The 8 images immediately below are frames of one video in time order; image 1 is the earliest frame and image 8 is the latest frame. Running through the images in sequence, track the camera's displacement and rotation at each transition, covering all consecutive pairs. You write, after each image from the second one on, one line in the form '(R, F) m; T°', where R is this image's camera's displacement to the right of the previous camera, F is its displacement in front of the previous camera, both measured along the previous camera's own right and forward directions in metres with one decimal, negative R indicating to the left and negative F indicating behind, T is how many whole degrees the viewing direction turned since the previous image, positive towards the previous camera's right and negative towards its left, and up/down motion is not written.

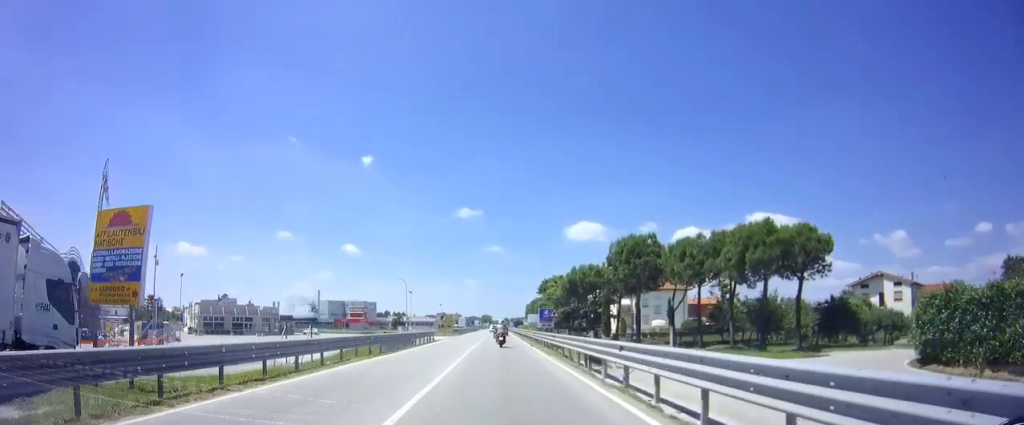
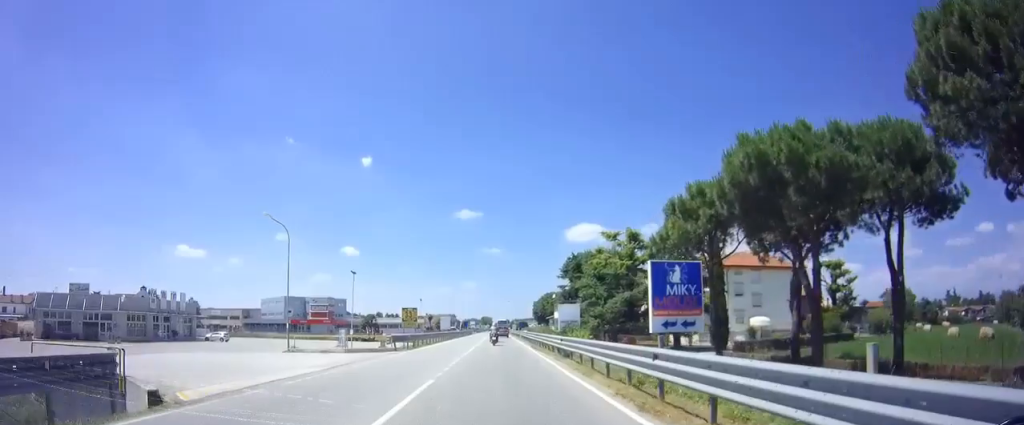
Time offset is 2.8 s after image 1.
(+0.2, +39.7) m; 0°
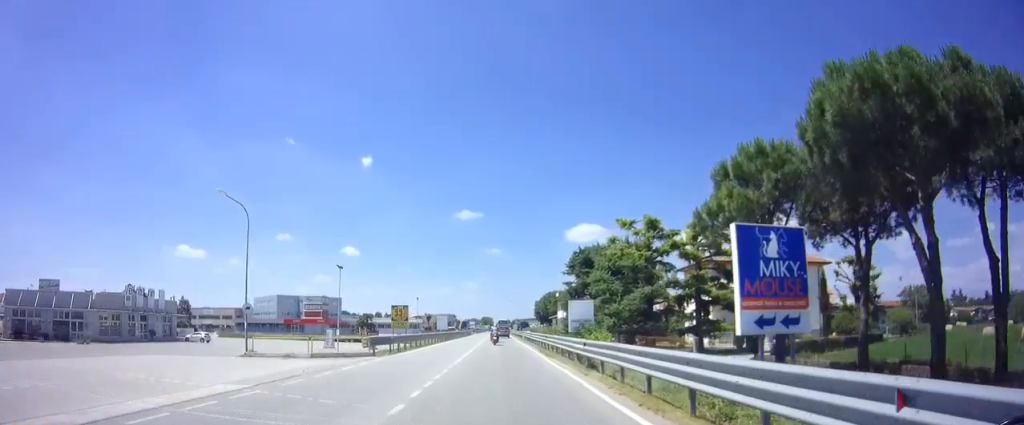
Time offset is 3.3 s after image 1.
(+0.1, +5.4) m; 0°
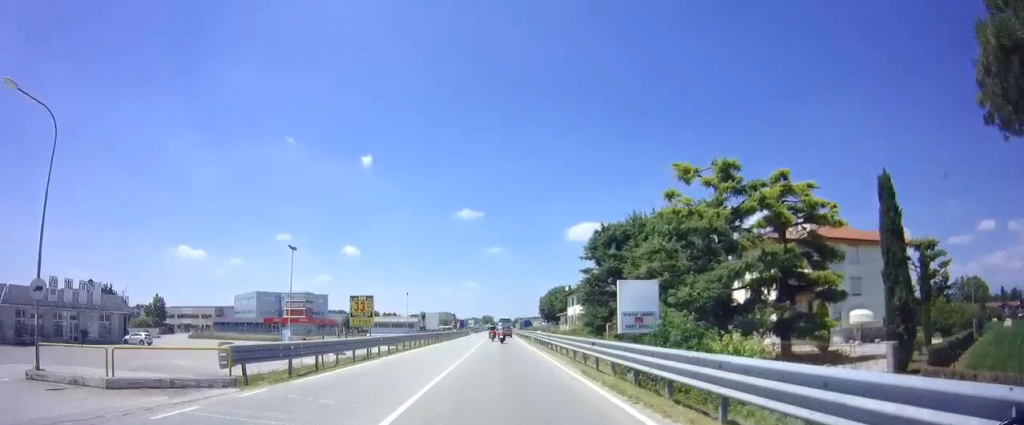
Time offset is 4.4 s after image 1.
(-0.3, +12.7) m; 0°
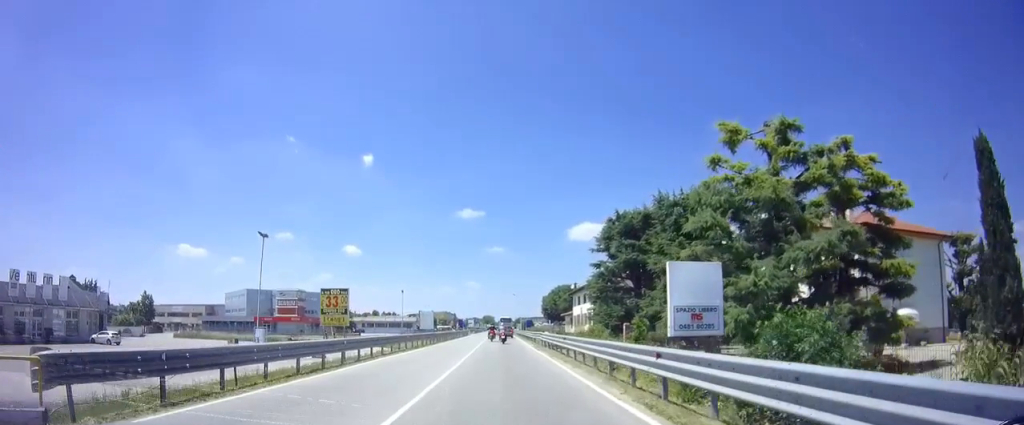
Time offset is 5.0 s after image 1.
(+0.2, +5.1) m; 0°
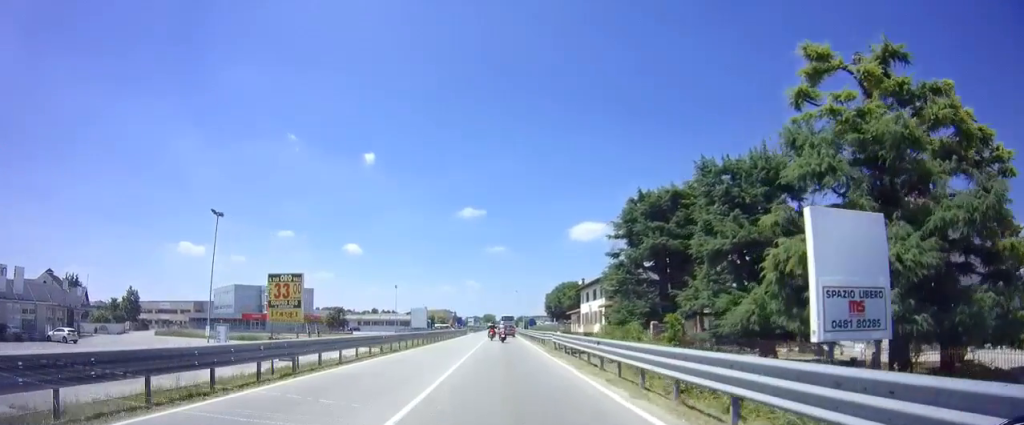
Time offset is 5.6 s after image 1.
(0.0, +5.8) m; -1°
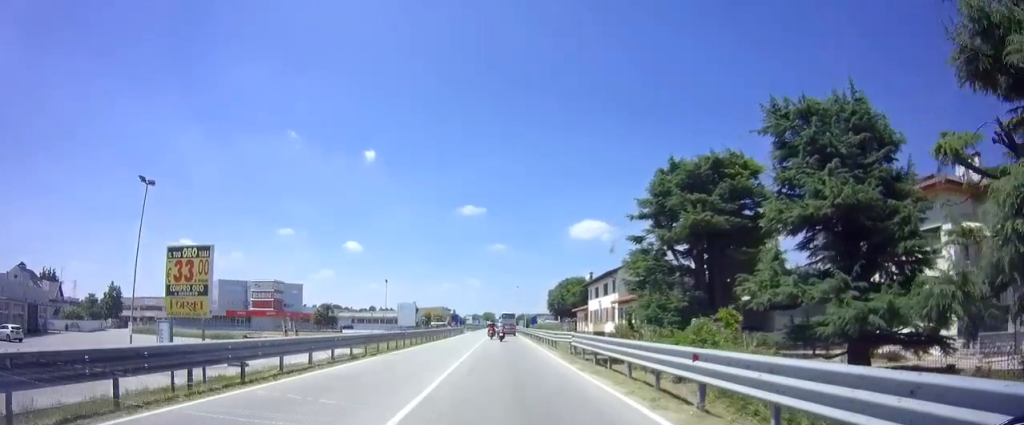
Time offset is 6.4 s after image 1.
(-0.1, +6.1) m; -1°
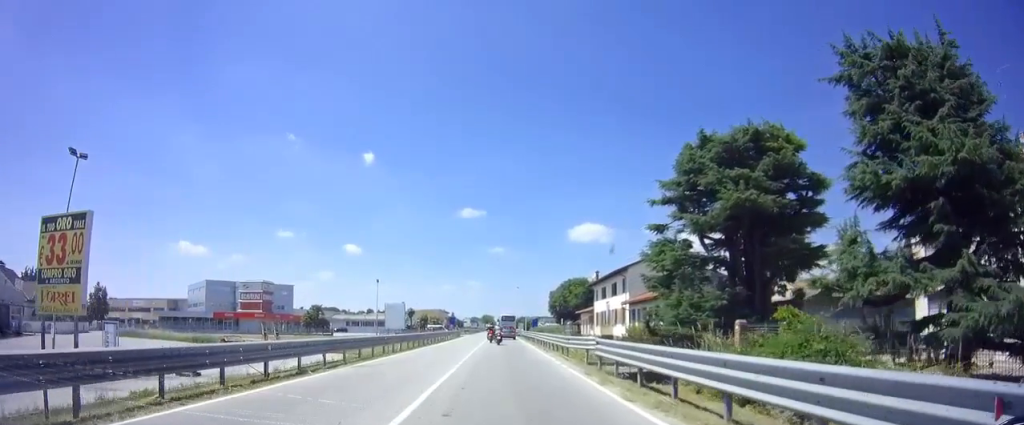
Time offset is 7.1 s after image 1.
(-0.1, +4.4) m; +1°
